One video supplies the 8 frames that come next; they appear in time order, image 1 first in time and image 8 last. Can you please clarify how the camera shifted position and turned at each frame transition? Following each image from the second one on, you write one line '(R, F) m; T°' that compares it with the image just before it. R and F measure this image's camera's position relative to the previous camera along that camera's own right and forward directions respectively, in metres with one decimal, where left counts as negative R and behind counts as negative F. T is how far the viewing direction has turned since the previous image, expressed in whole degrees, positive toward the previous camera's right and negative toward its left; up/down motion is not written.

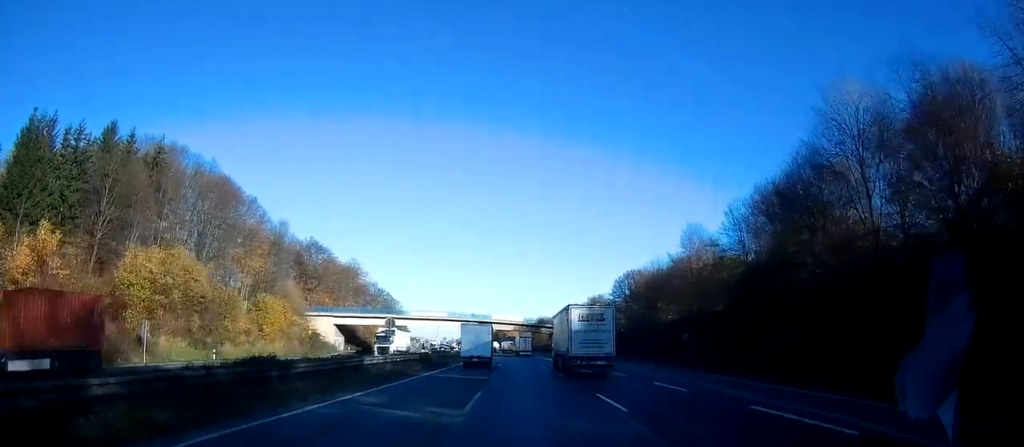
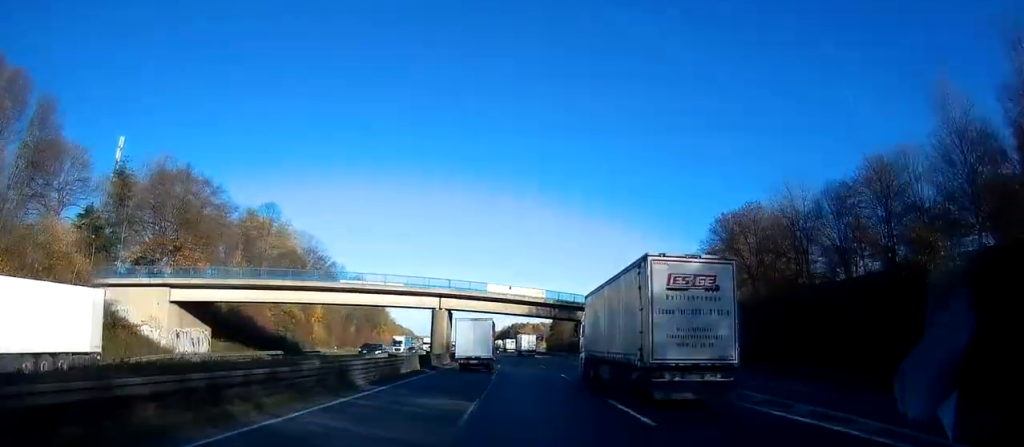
(-1.0, +58.2) m; -1°
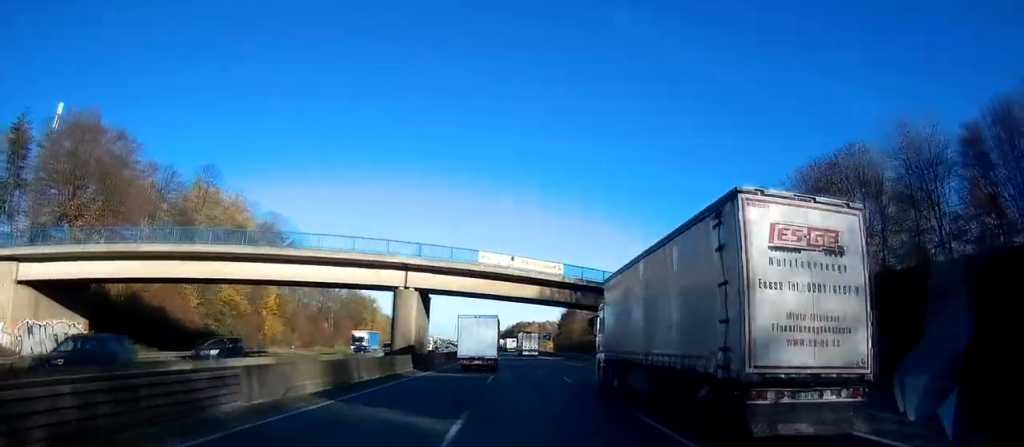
(+0.1, +22.8) m; 0°
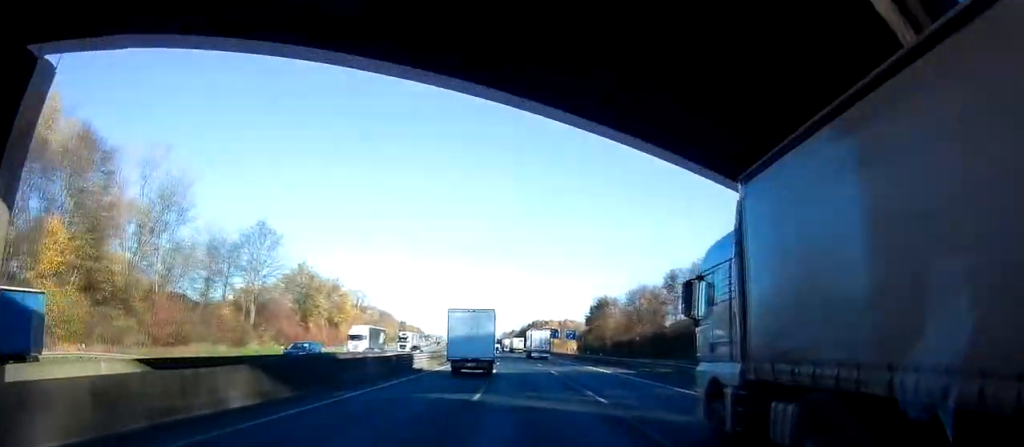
(-0.7, +47.2) m; -2°
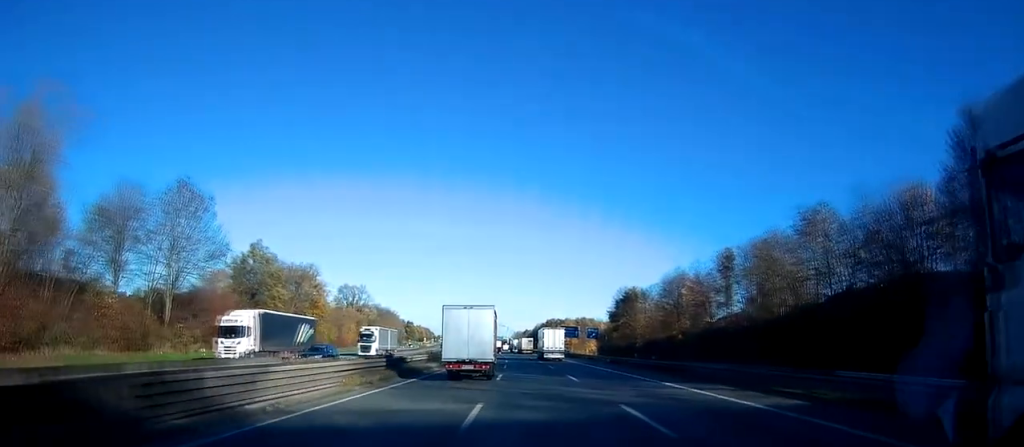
(+0.1, +22.6) m; -1°
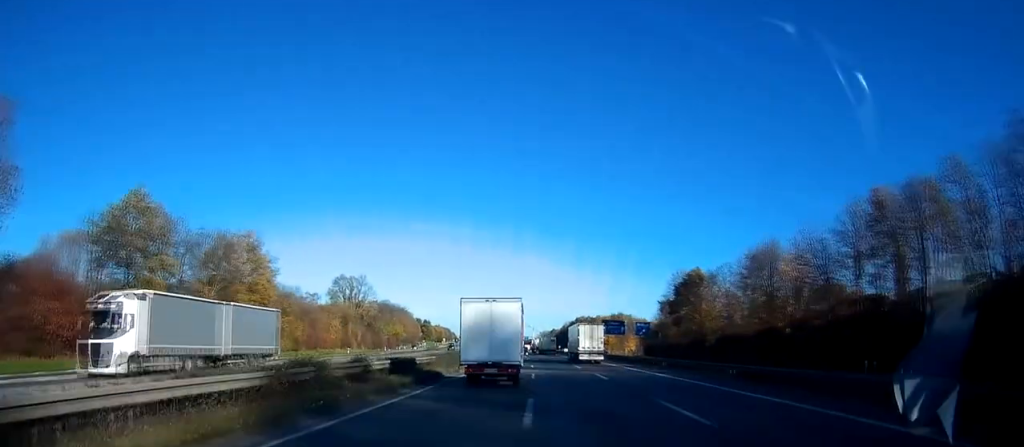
(-0.7, +32.2) m; -2°
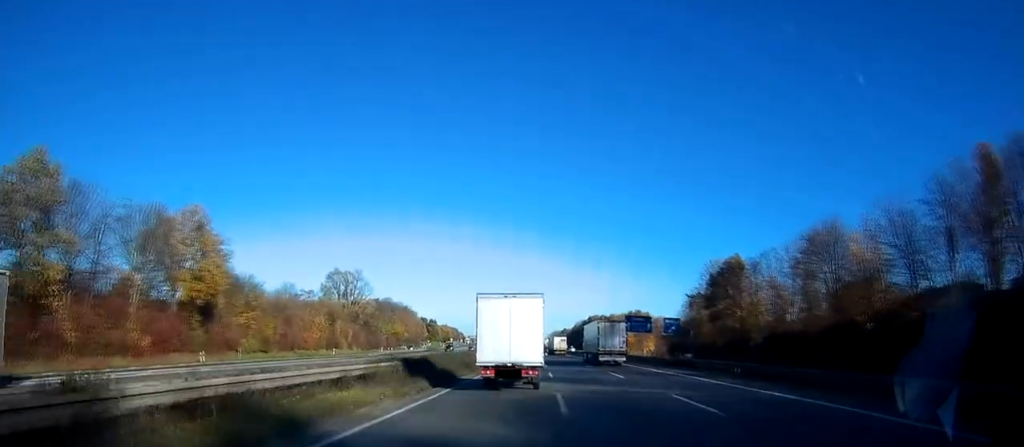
(-0.2, +15.4) m; -1°
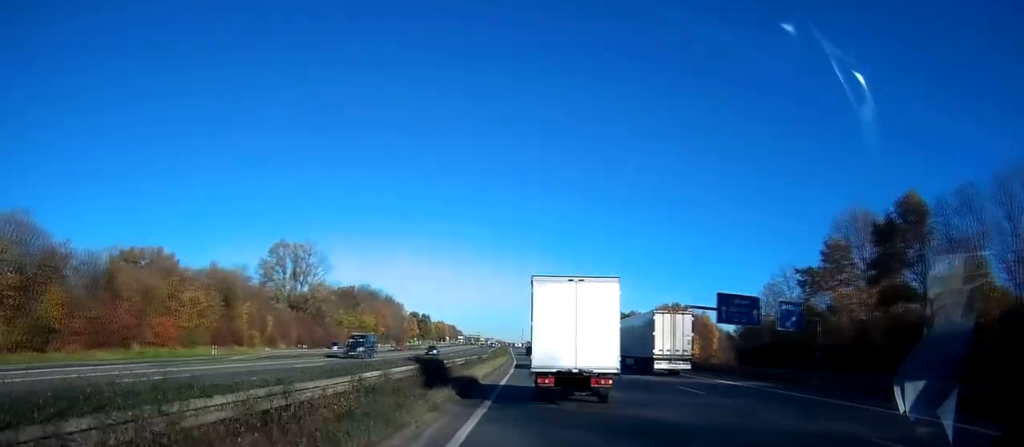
(-0.8, +45.2) m; -2°
